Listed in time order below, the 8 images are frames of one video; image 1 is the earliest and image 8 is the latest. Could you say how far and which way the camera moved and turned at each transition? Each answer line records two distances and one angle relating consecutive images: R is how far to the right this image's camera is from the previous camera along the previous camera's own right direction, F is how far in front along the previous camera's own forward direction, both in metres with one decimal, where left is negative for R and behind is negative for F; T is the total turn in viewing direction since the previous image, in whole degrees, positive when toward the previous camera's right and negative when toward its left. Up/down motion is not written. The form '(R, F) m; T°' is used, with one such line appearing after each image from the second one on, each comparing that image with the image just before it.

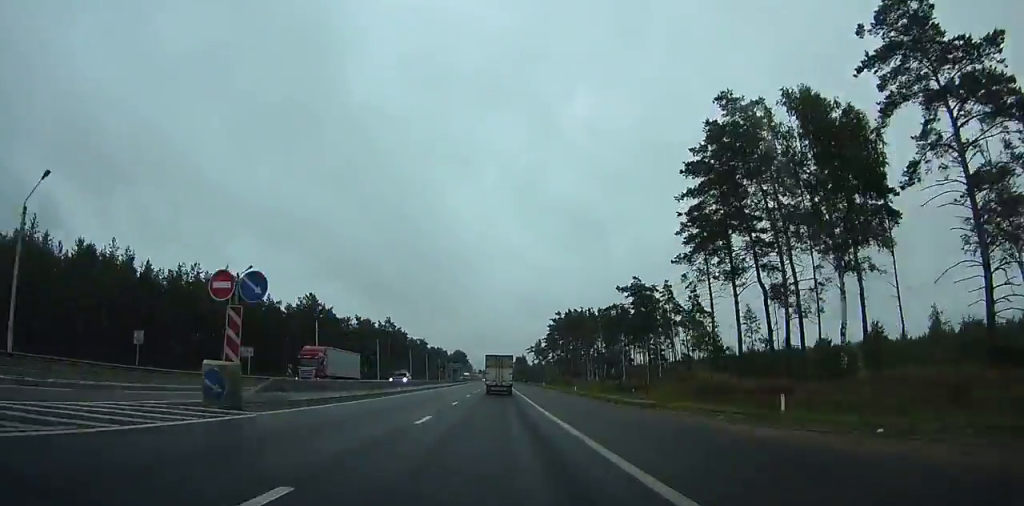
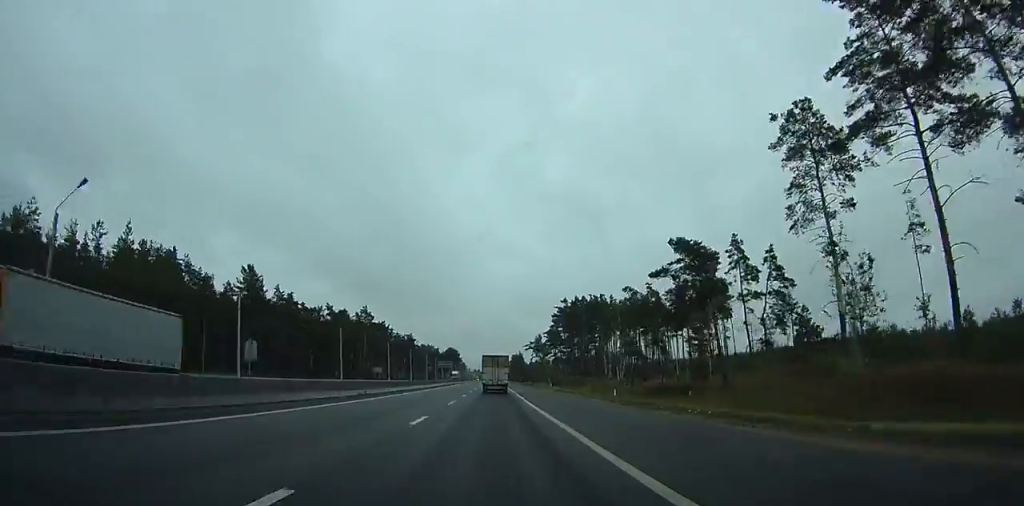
(0.0, +25.4) m; 0°
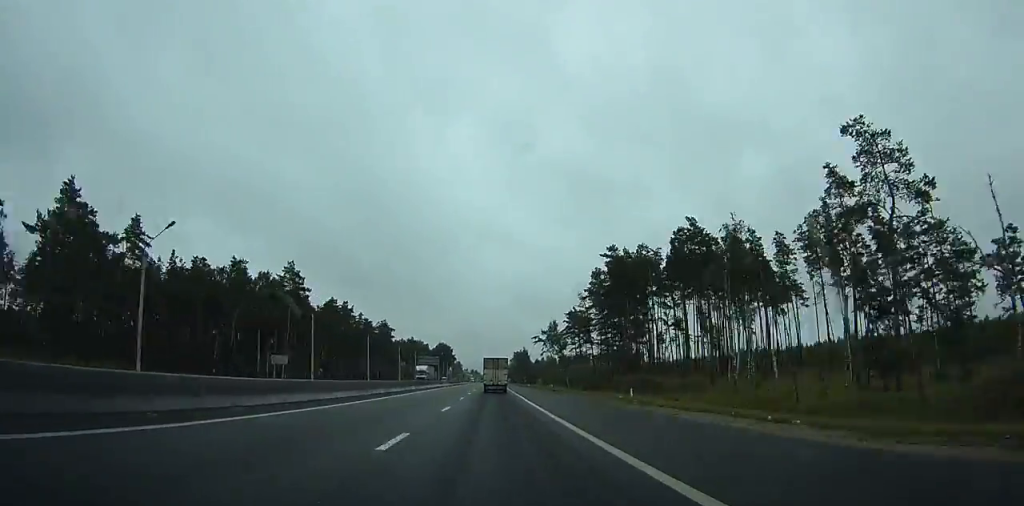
(-0.1, +54.3) m; 0°
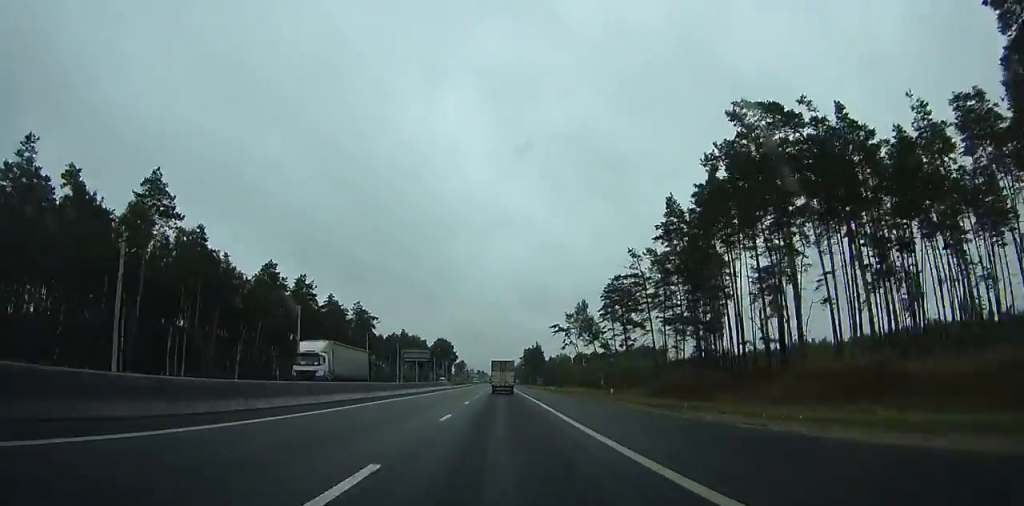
(0.0, +39.8) m; 0°
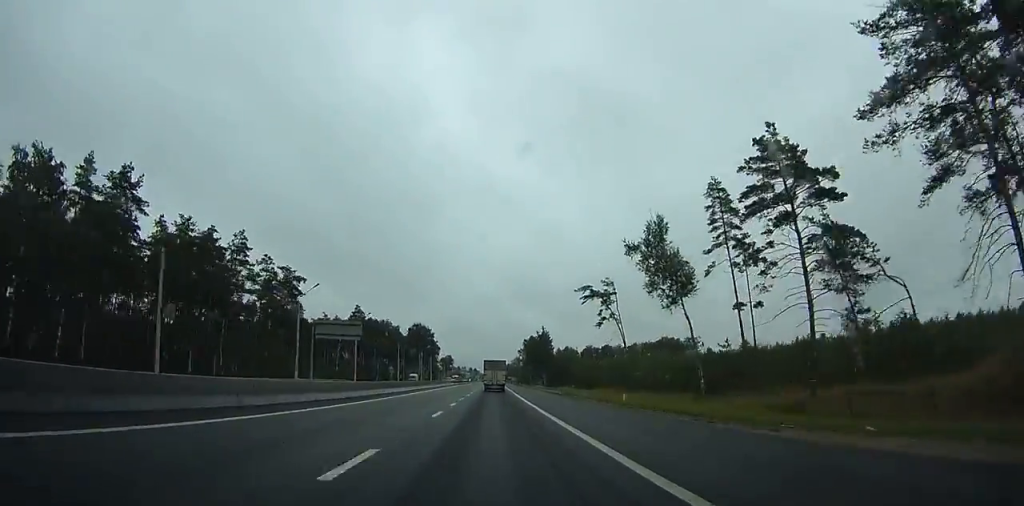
(+0.2, +54.4) m; 0°
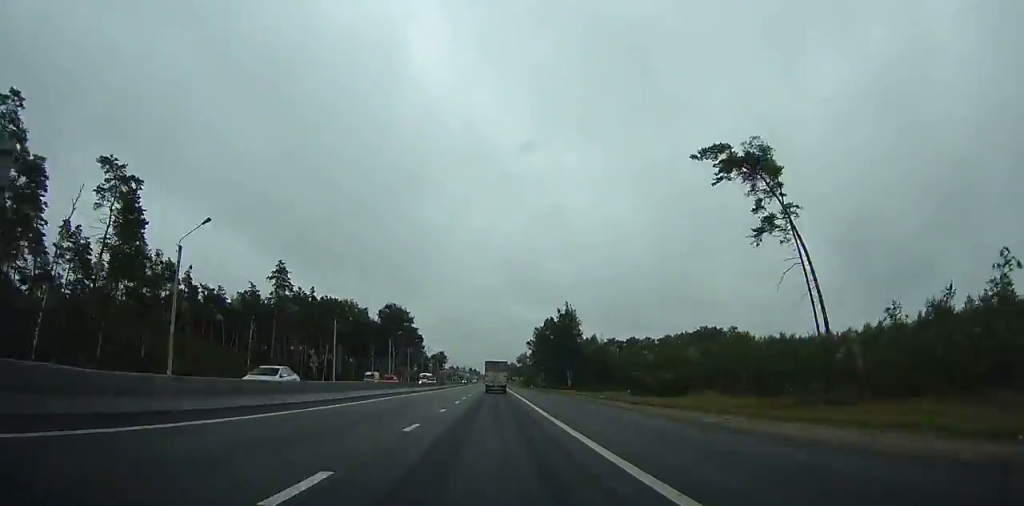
(0.0, +46.1) m; 0°
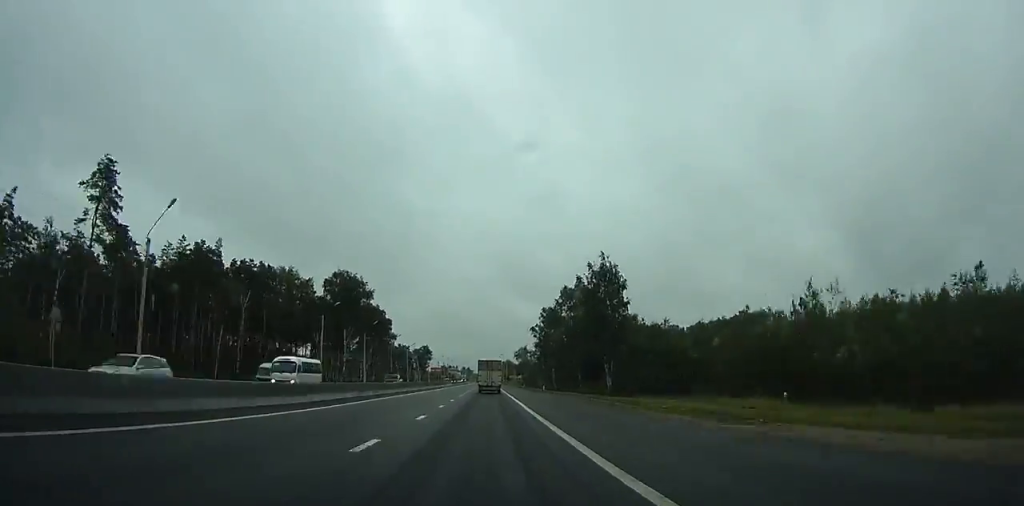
(-0.1, +37.4) m; 0°
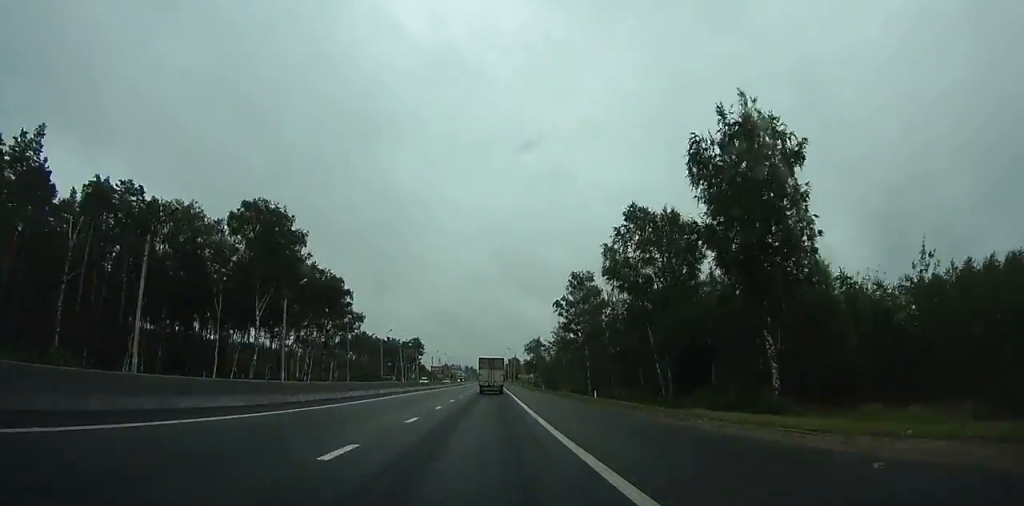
(0.0, +37.2) m; 0°
